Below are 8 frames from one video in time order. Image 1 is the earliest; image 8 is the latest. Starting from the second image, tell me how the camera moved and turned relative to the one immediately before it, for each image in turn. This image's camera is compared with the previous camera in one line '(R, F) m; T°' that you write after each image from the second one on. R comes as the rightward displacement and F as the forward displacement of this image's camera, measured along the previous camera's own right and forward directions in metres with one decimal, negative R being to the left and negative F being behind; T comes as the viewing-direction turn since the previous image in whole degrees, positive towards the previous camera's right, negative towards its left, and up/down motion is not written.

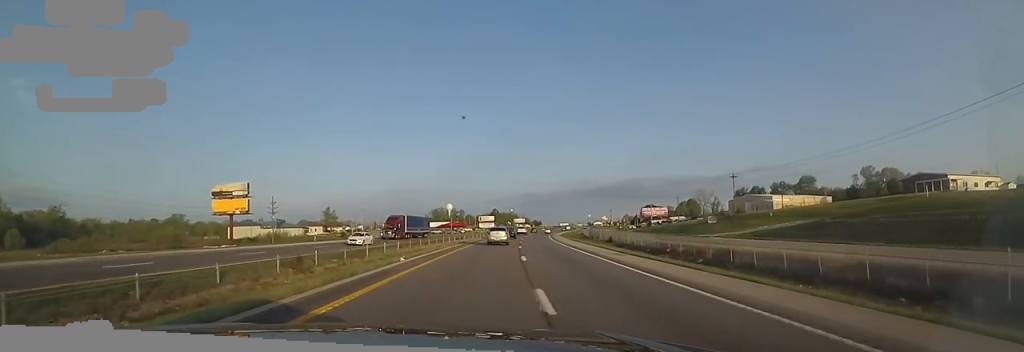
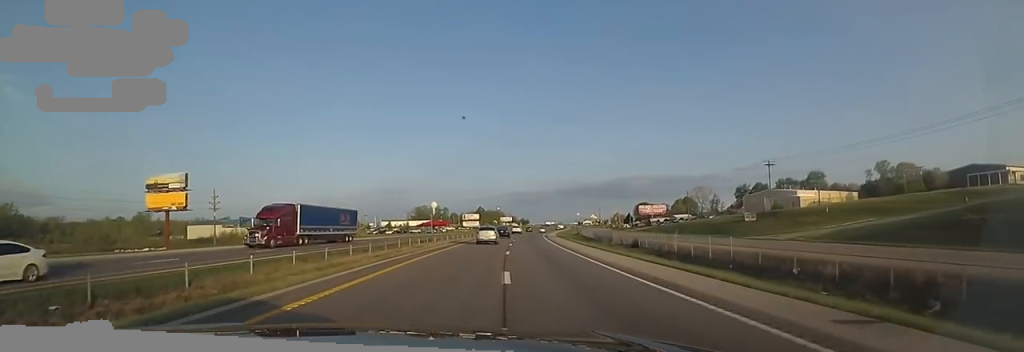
(+0.5, +21.0) m; +2°
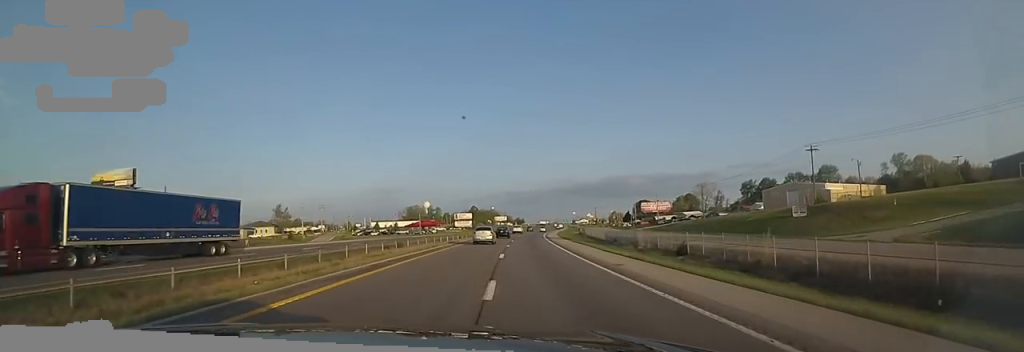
(-0.1, +15.2) m; +1°
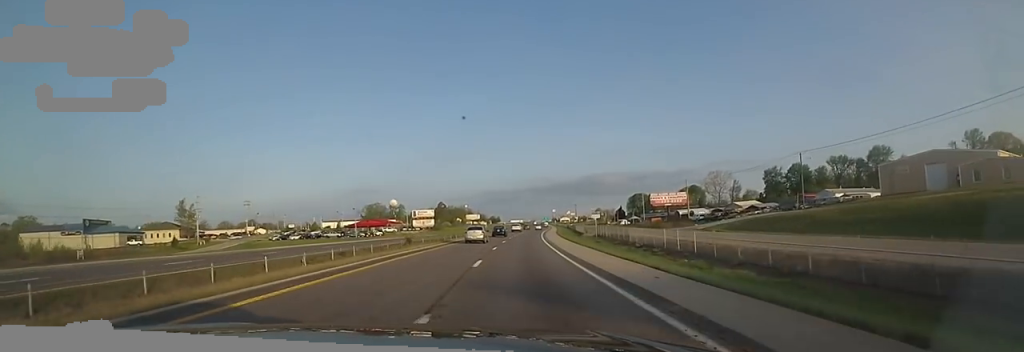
(+2.2, +53.3) m; +3°
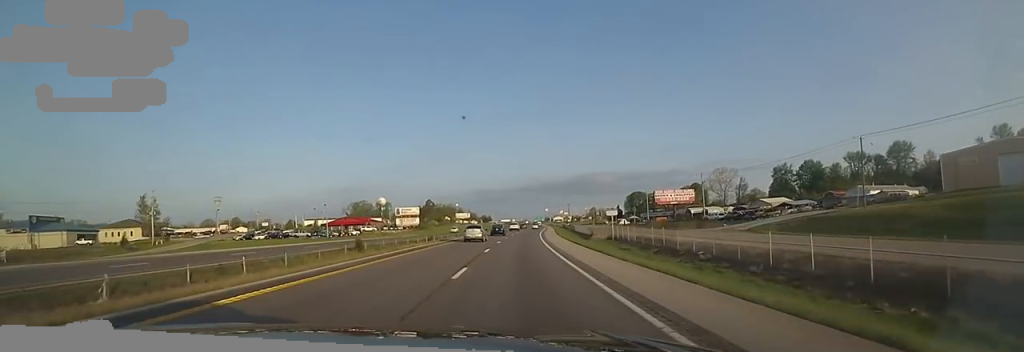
(+0.2, +15.6) m; 0°
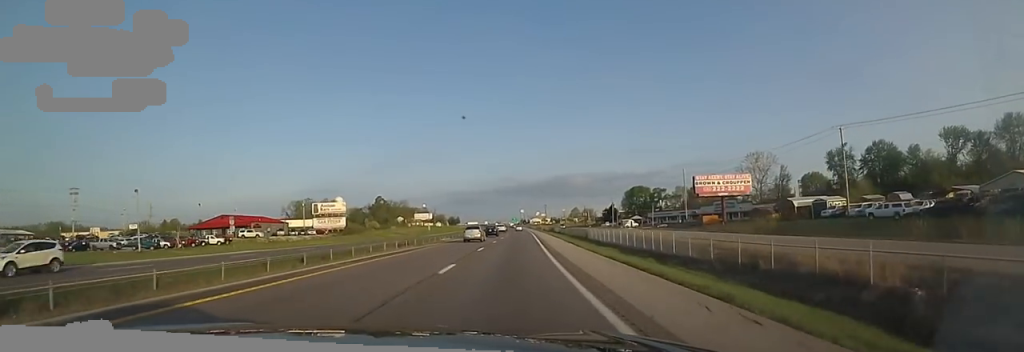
(+1.2, +58.0) m; +3°
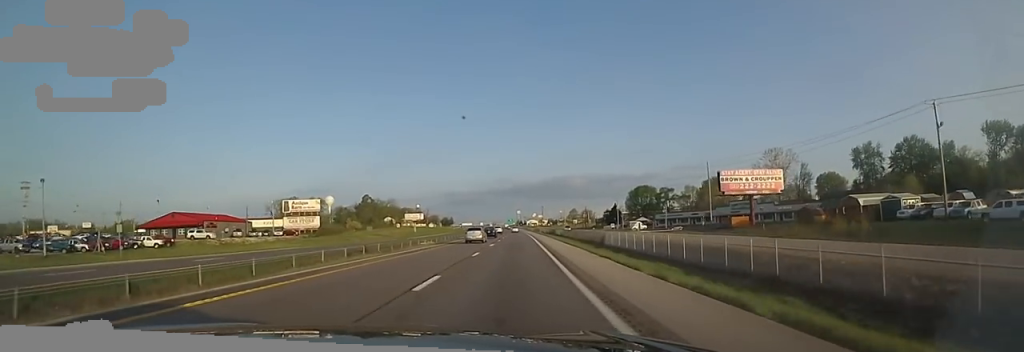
(+0.2, +15.9) m; +1°
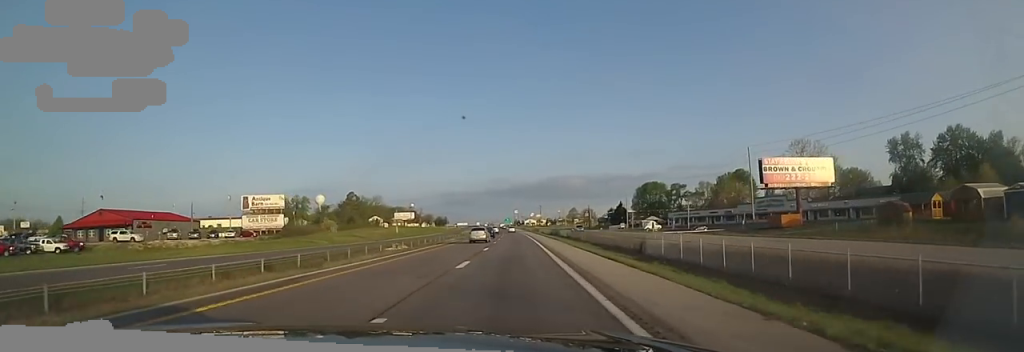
(0.0, +18.3) m; 0°
